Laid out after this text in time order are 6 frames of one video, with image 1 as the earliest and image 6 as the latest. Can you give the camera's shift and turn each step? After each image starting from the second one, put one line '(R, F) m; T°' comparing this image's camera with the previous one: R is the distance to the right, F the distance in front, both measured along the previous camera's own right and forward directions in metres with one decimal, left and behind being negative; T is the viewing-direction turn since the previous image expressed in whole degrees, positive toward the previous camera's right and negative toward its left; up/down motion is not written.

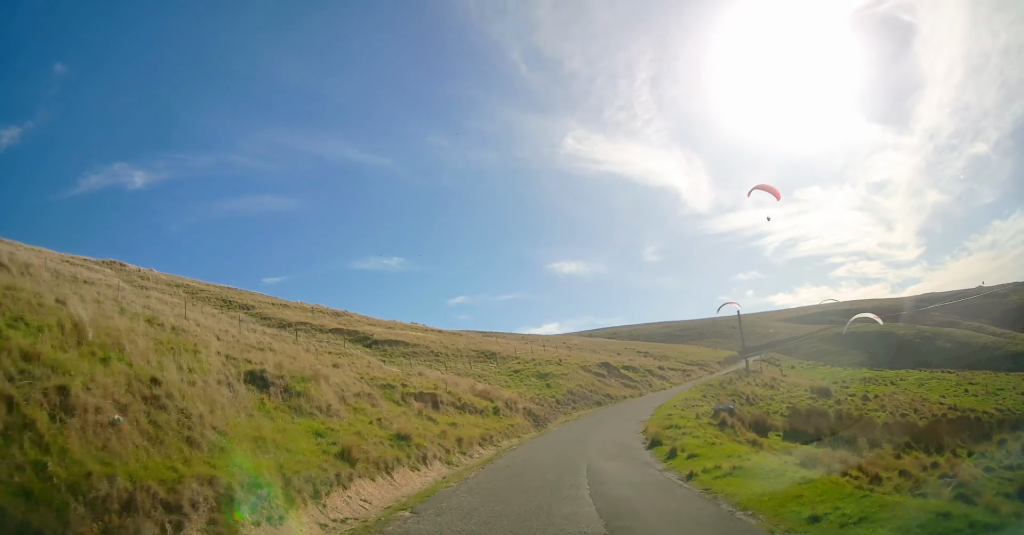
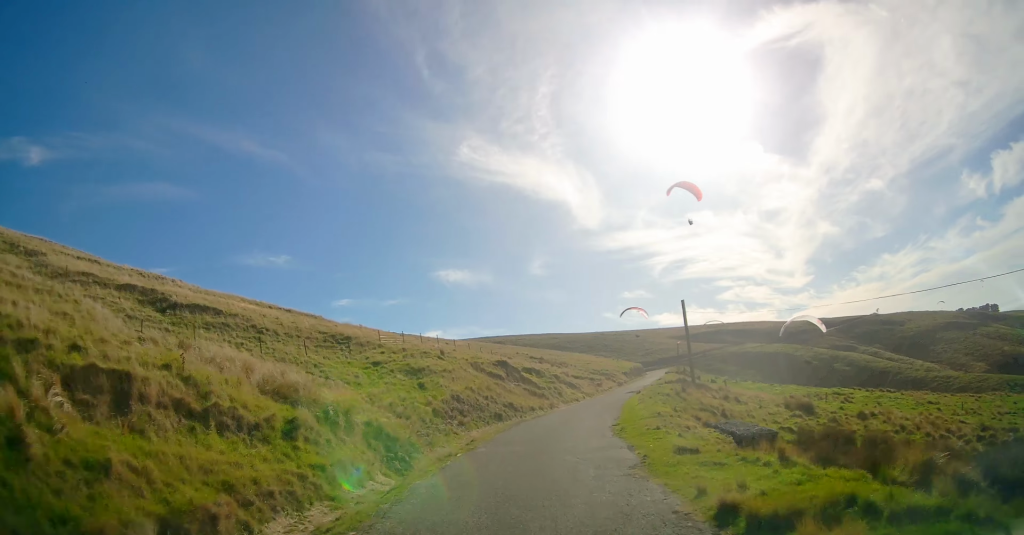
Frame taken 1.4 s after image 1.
(+2.1, +14.6) m; +14°
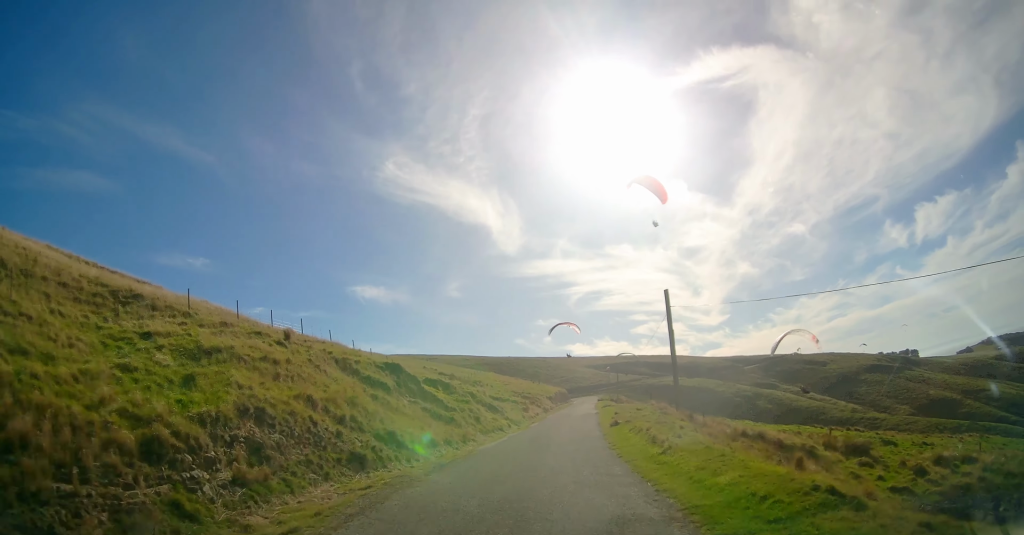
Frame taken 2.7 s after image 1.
(+1.1, +14.4) m; +12°
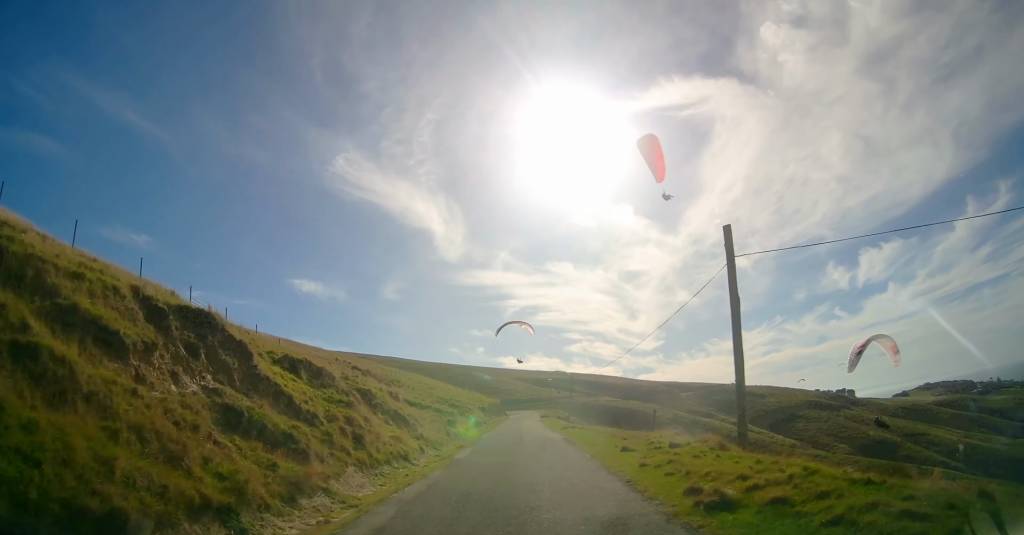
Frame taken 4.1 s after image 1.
(+1.6, +13.9) m; +7°
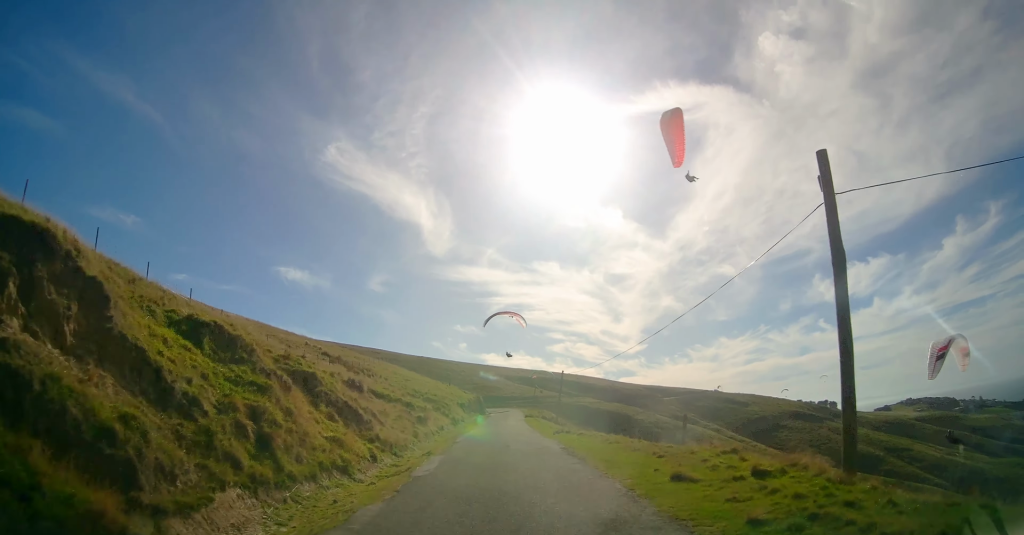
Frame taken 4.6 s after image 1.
(0.0, +5.6) m; 0°
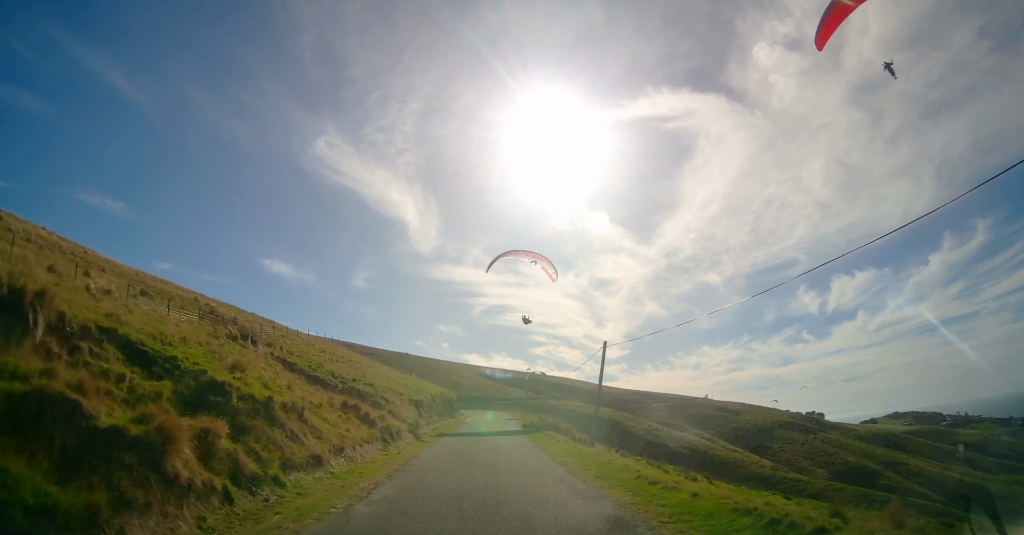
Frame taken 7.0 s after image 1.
(0.0, +24.4) m; +3°
